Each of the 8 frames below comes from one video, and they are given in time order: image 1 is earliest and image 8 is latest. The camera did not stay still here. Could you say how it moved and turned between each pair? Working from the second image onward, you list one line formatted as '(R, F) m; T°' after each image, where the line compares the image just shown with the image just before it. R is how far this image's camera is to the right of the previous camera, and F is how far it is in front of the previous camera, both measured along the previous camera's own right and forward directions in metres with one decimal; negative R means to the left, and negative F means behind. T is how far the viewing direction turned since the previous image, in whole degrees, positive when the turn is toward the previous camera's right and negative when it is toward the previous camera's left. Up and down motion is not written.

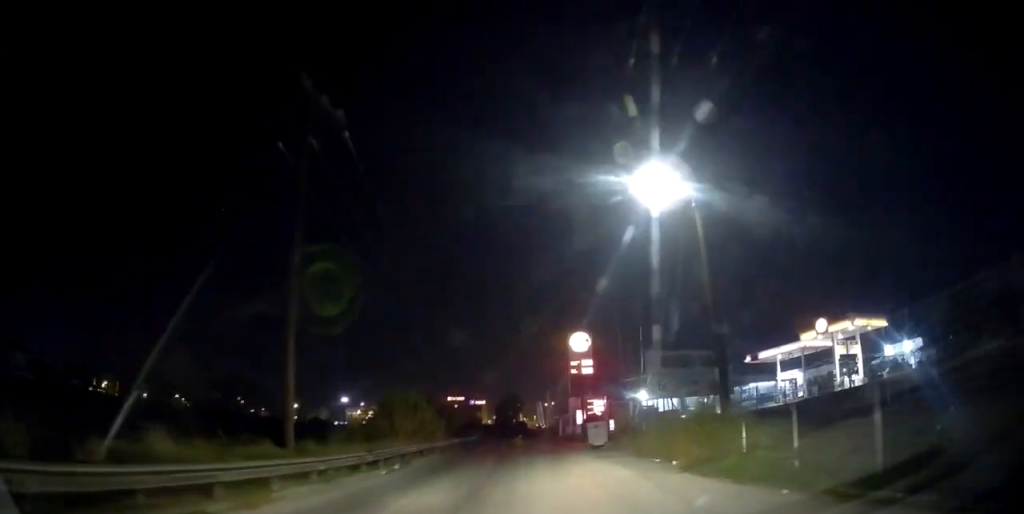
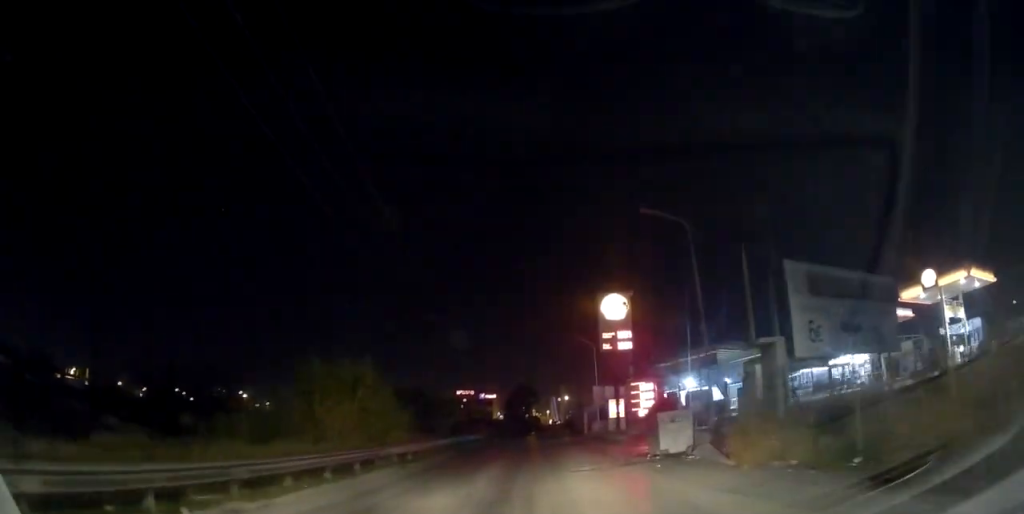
(0.0, +12.7) m; -2°
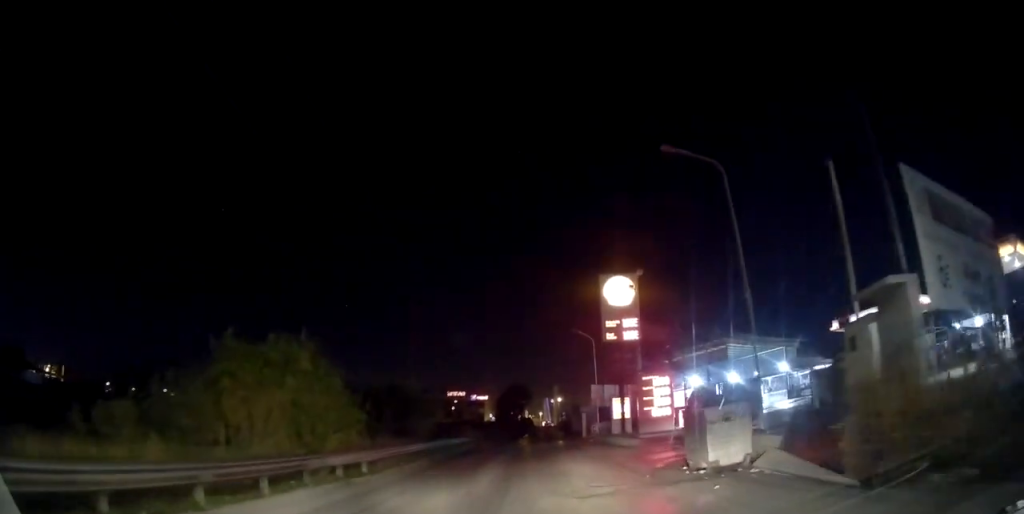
(-0.1, +4.9) m; -1°
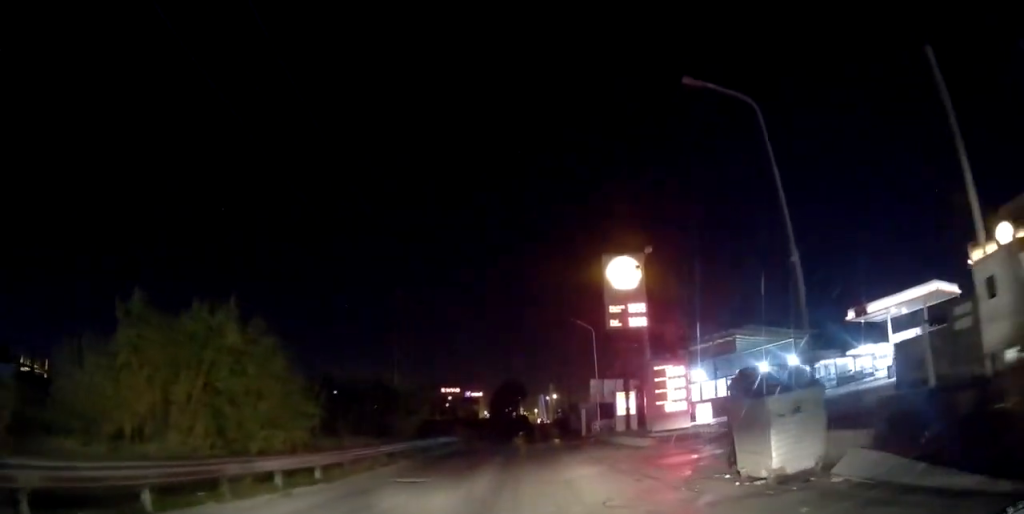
(+0.1, +3.3) m; +1°
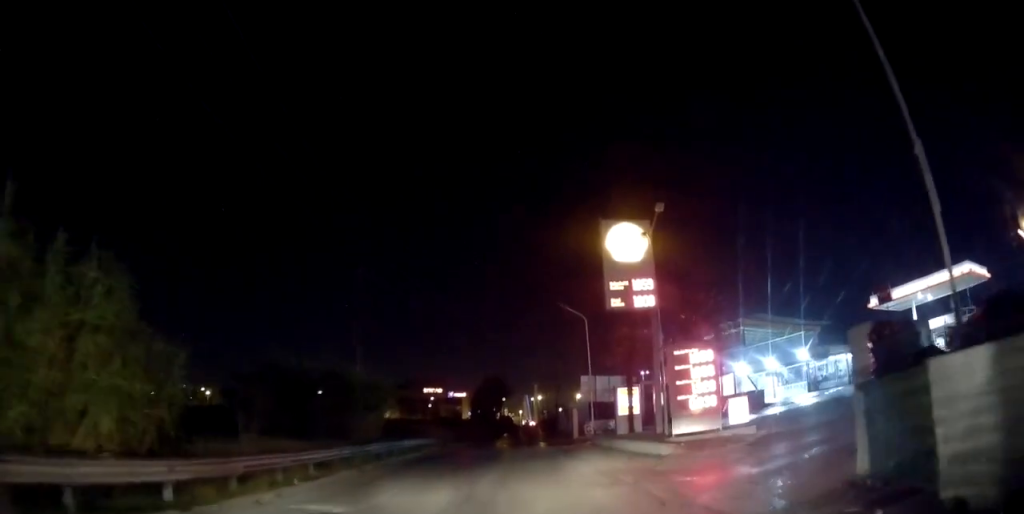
(0.0, +5.4) m; +3°
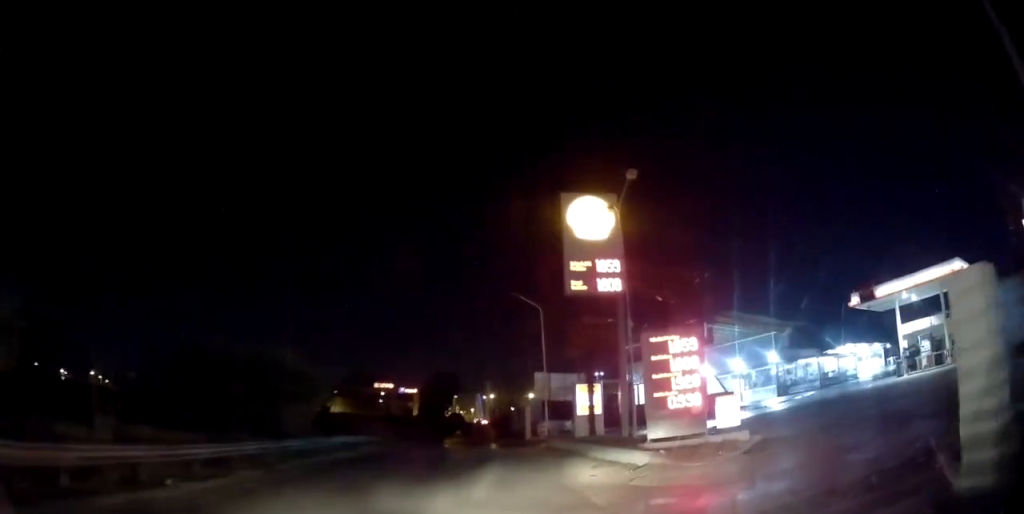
(+0.1, +3.1) m; +7°
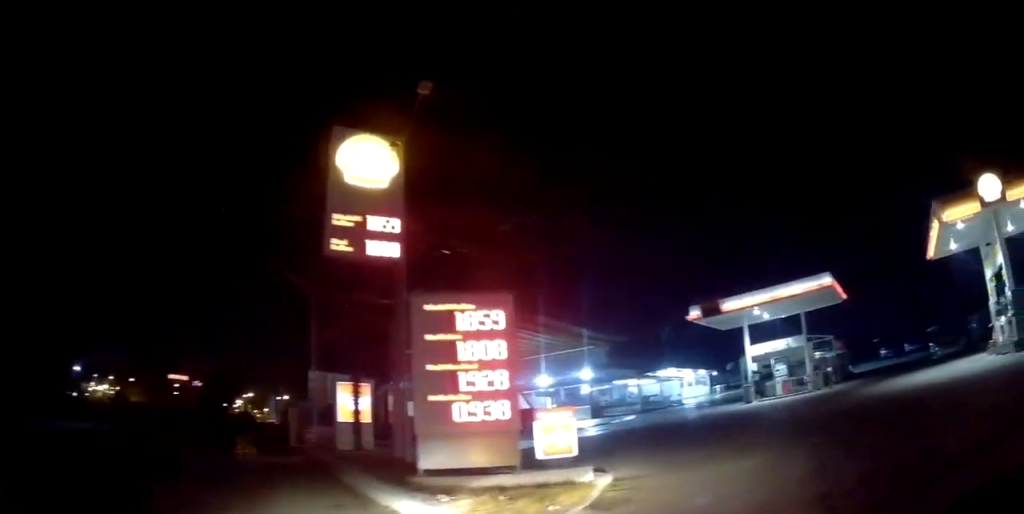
(+0.8, +5.4) m; +20°
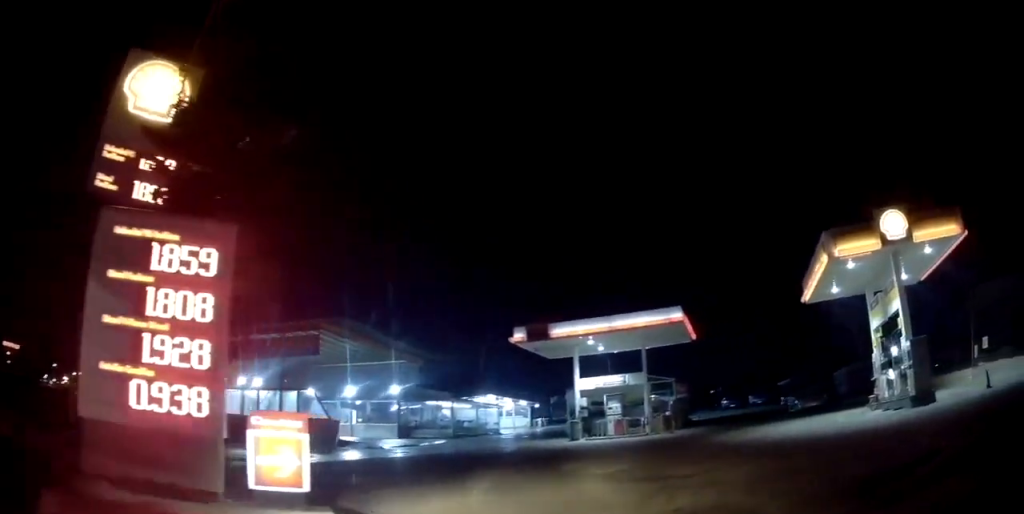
(+0.4, +3.2) m; +10°
